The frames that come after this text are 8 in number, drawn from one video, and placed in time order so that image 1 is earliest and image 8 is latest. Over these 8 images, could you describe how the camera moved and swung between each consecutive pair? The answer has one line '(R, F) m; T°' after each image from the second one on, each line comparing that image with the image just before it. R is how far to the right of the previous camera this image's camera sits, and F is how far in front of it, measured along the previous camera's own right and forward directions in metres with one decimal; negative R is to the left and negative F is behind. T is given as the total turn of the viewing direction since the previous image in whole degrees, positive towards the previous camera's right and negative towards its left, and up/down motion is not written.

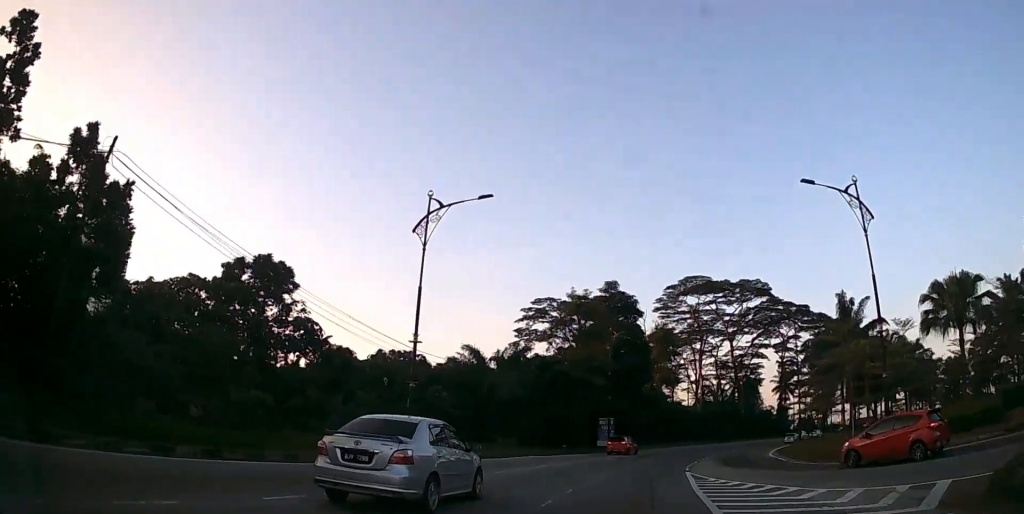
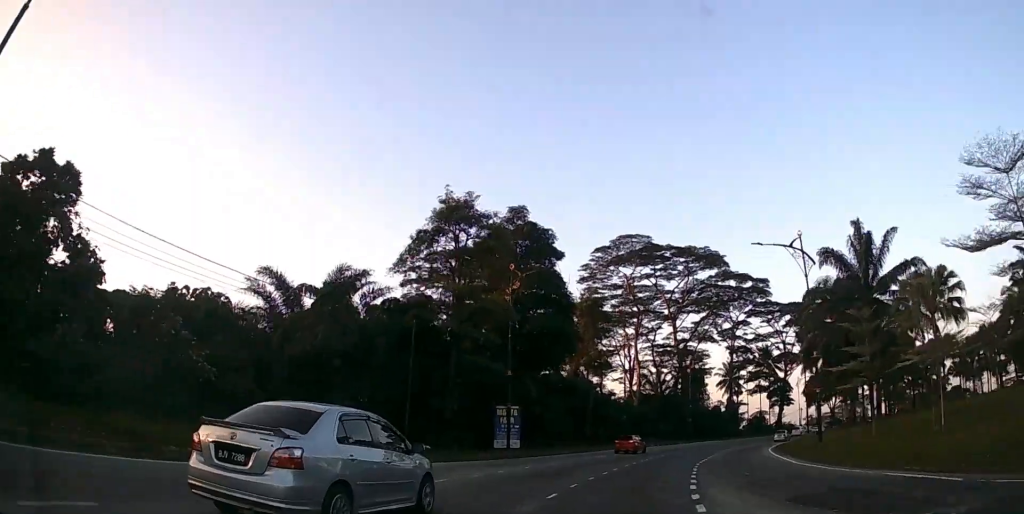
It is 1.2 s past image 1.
(+1.4, +20.6) m; +8°
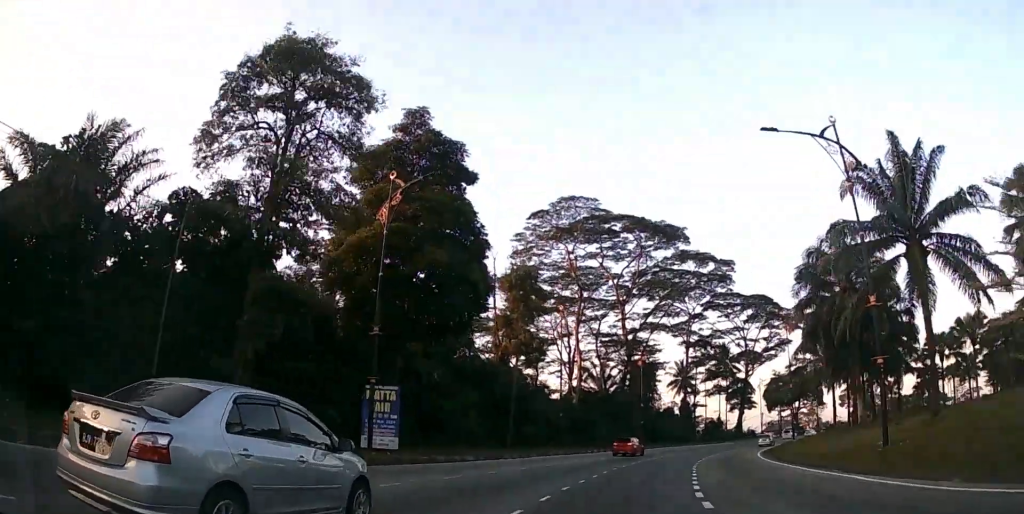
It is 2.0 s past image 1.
(+0.8, +13.7) m; +5°
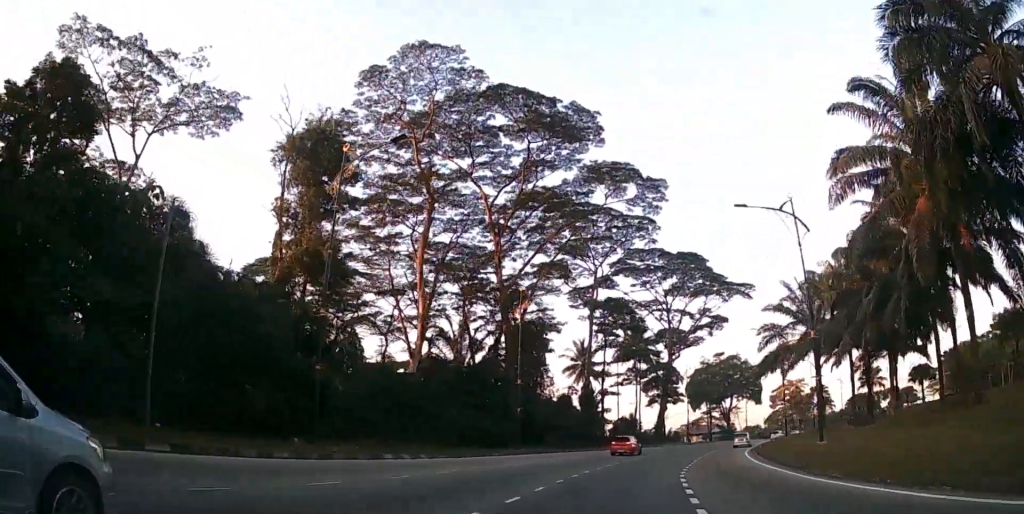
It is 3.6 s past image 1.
(+2.4, +27.7) m; +10°
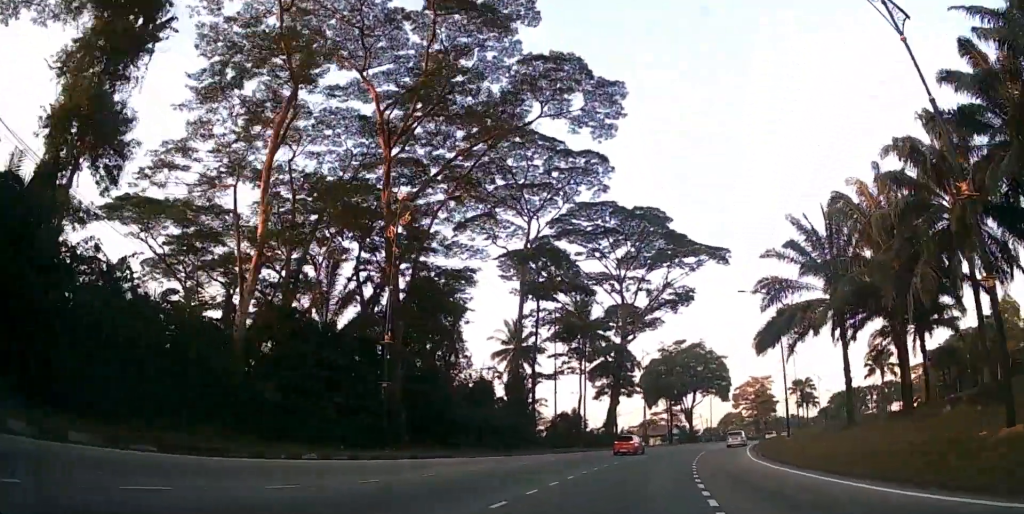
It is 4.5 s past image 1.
(+0.7, +16.3) m; +6°
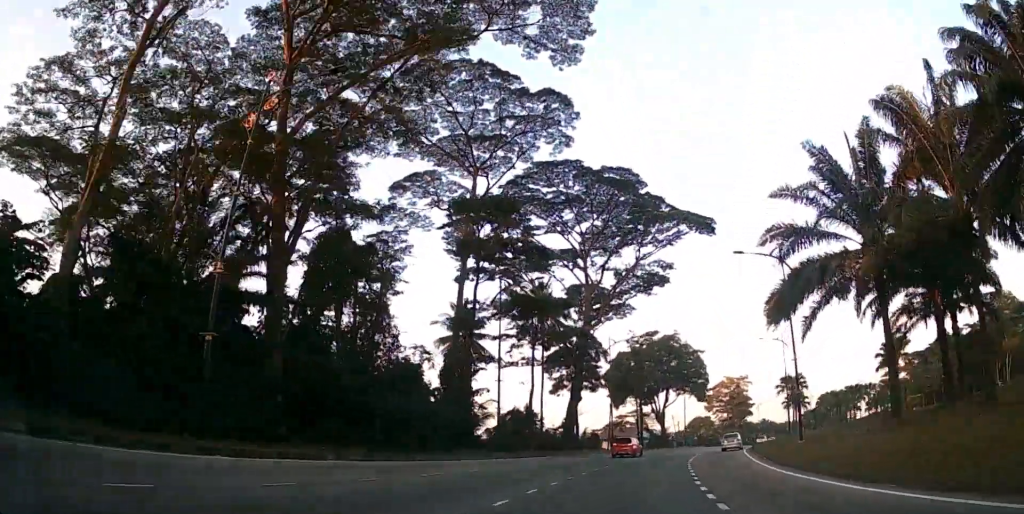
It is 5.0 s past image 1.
(+0.3, +10.8) m; +4°
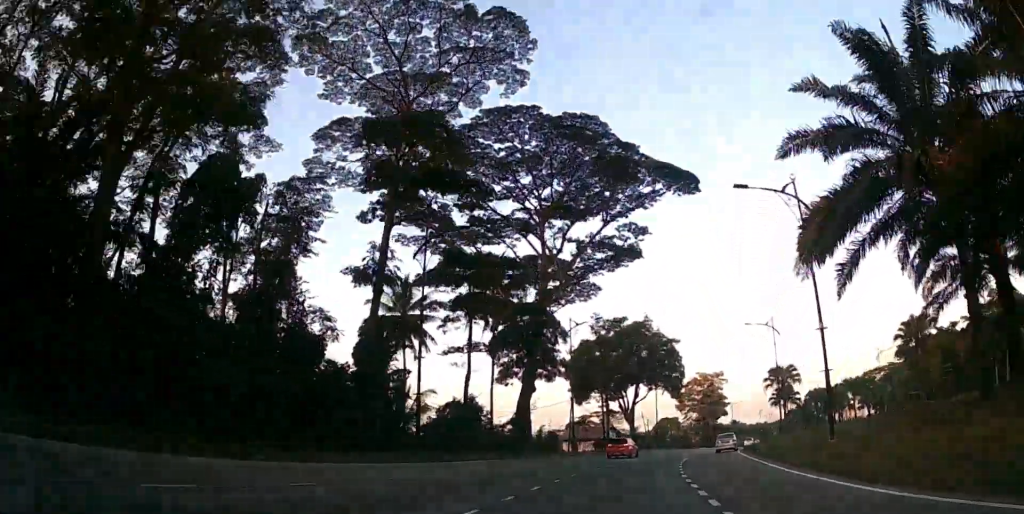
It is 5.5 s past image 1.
(+0.5, +9.5) m; +4°
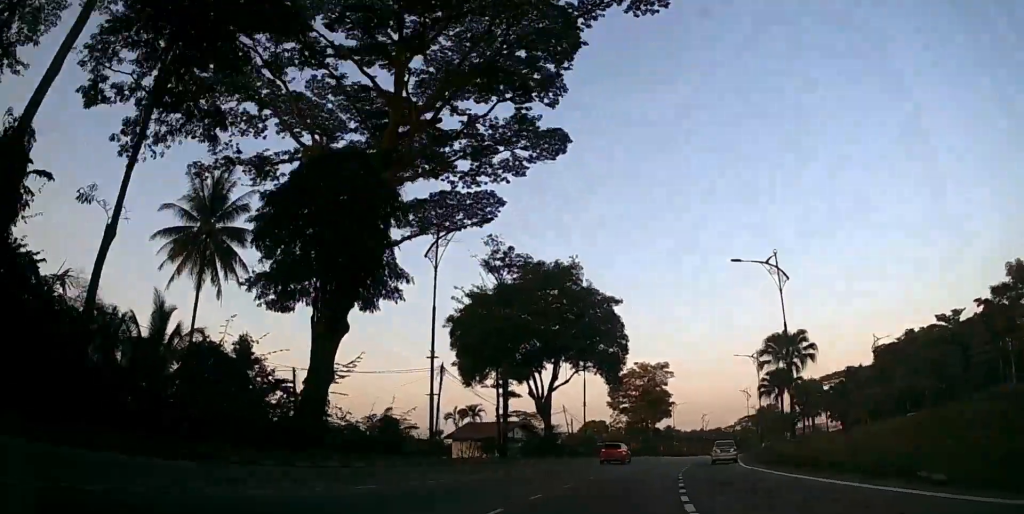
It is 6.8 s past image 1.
(+1.8, +24.0) m; +8°
